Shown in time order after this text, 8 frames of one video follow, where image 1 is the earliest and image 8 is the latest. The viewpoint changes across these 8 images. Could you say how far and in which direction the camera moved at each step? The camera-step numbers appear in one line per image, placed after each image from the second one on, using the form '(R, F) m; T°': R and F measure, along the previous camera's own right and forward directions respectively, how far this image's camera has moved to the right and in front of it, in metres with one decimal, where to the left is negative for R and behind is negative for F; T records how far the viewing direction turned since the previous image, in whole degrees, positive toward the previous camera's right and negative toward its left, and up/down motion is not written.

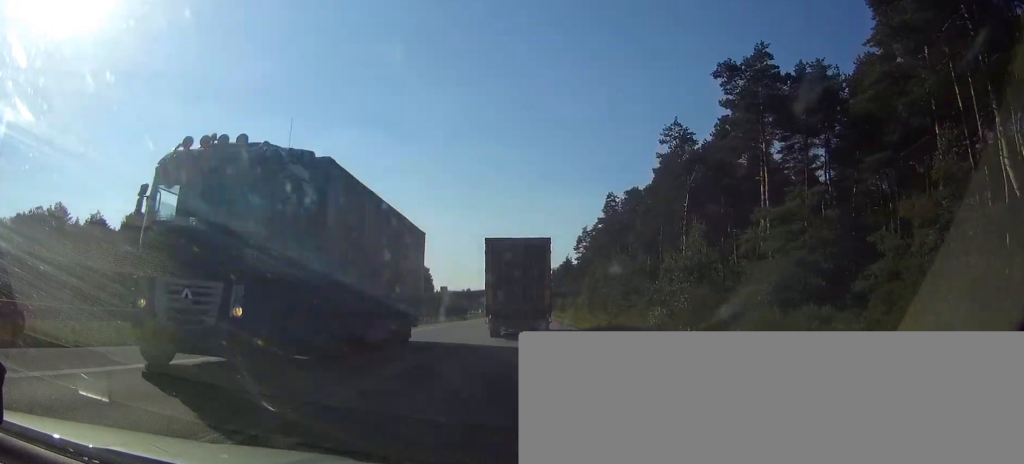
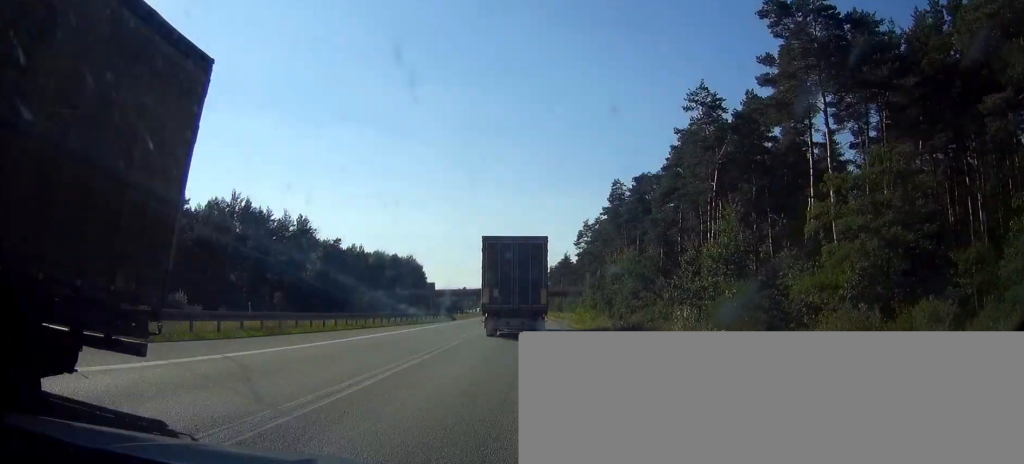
(0.0, +9.3) m; 0°
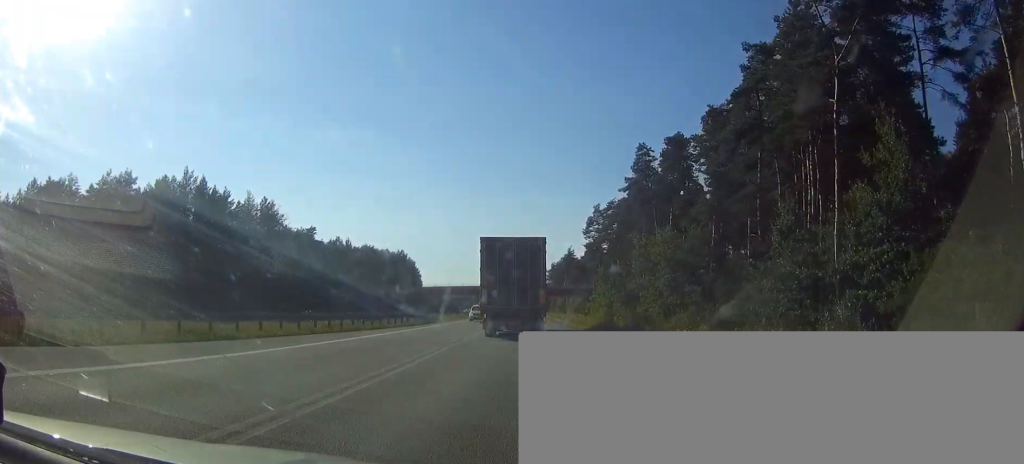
(+0.1, +19.3) m; 0°
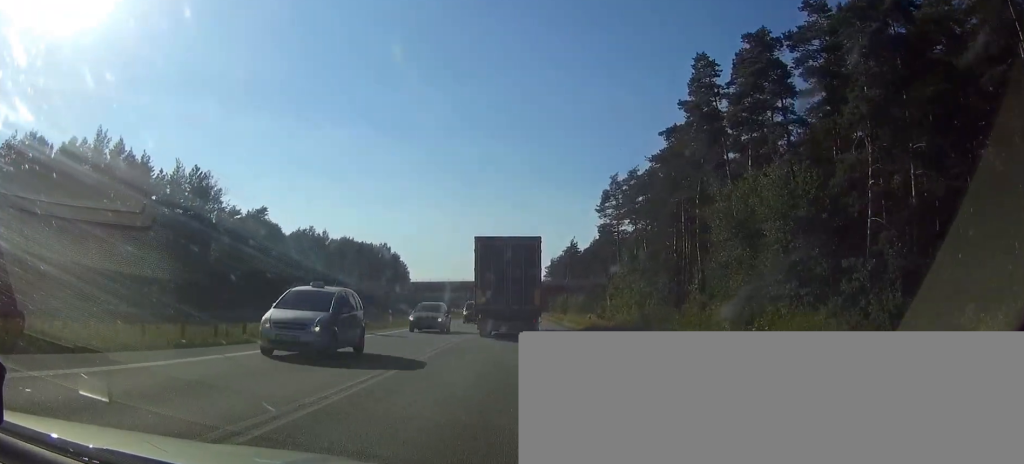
(+0.1, +25.0) m; +1°
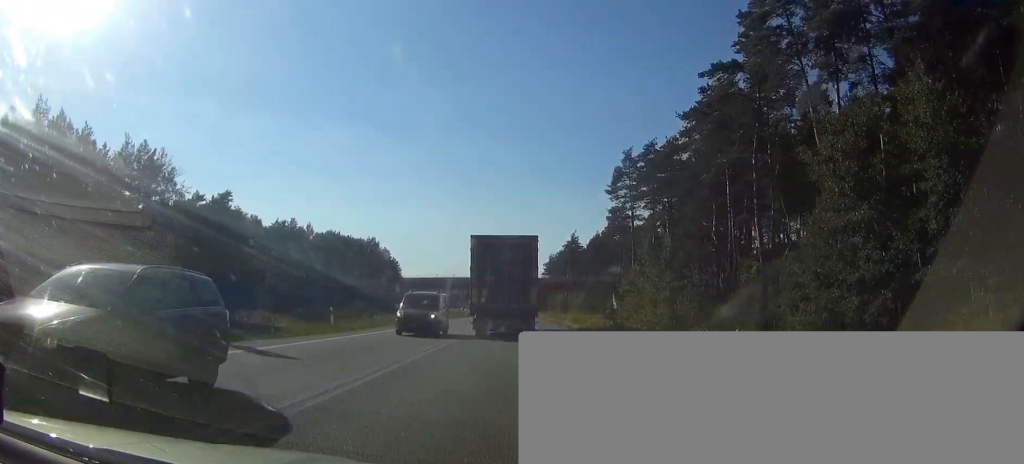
(0.0, +13.3) m; 0°
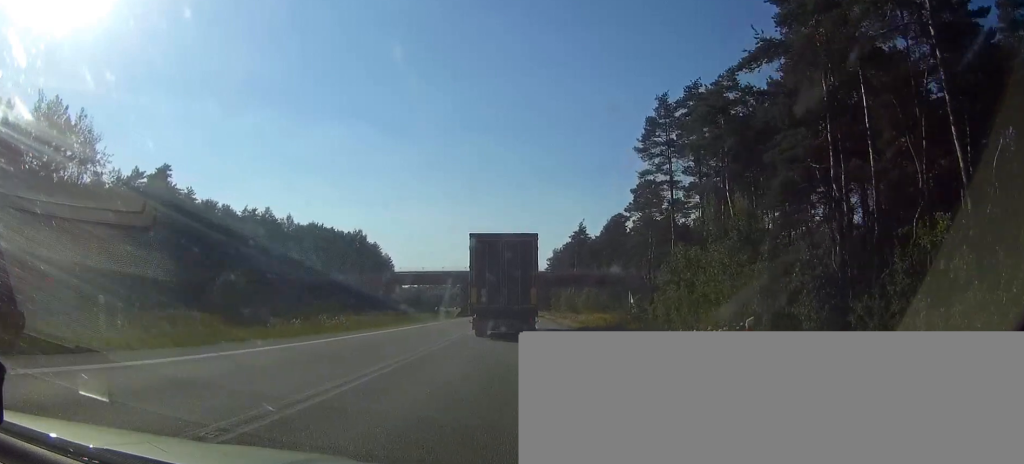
(0.0, +18.9) m; 0°
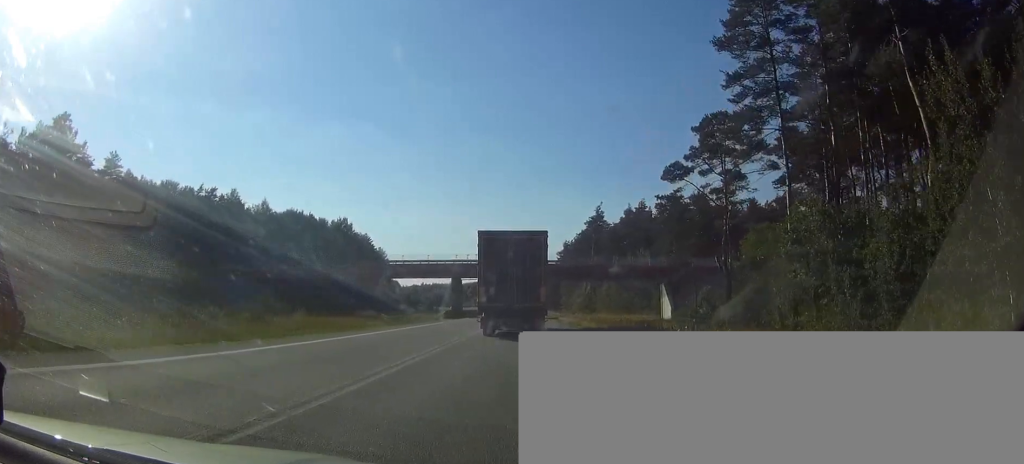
(-0.2, +22.8) m; 0°
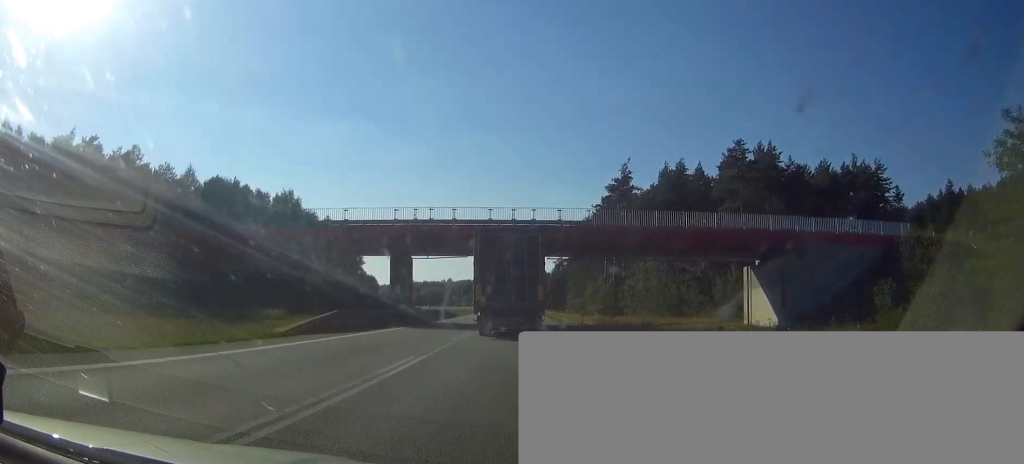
(+0.1, +37.5) m; 0°
